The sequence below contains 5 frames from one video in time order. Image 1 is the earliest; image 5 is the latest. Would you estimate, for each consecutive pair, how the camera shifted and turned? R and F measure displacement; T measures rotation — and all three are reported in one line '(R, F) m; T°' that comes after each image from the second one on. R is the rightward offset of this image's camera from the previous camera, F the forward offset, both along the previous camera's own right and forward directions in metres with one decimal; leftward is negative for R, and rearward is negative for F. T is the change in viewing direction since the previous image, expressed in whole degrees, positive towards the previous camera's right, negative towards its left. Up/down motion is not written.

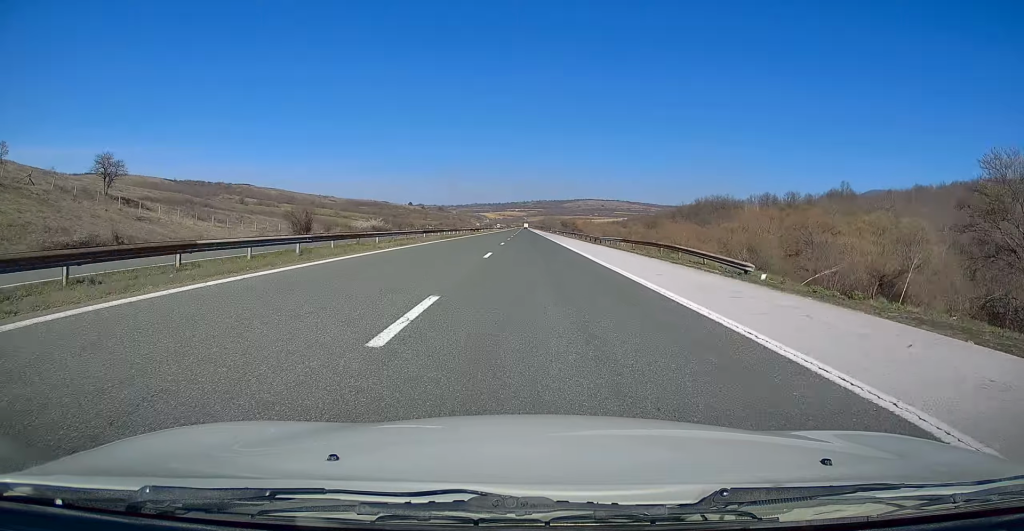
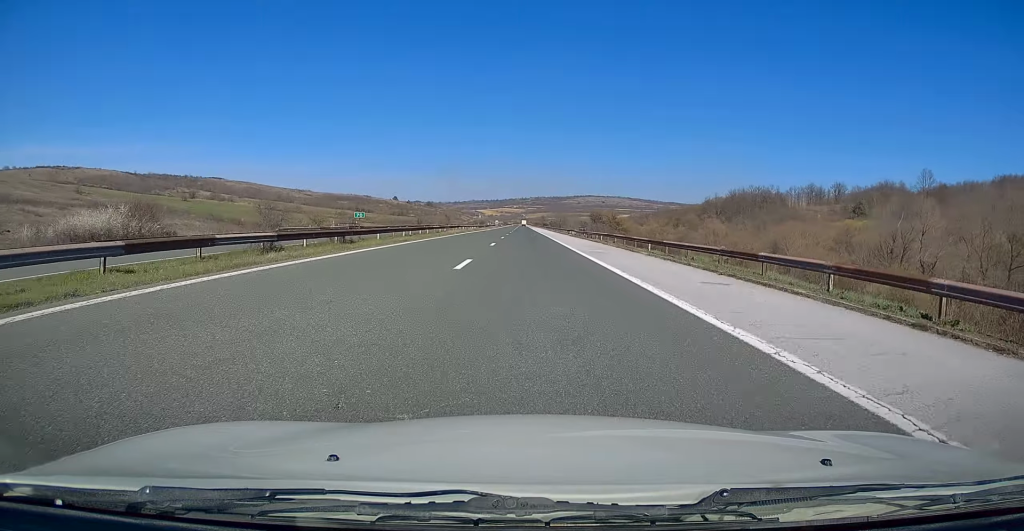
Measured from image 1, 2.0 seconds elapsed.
(-0.2, +70.4) m; 0°
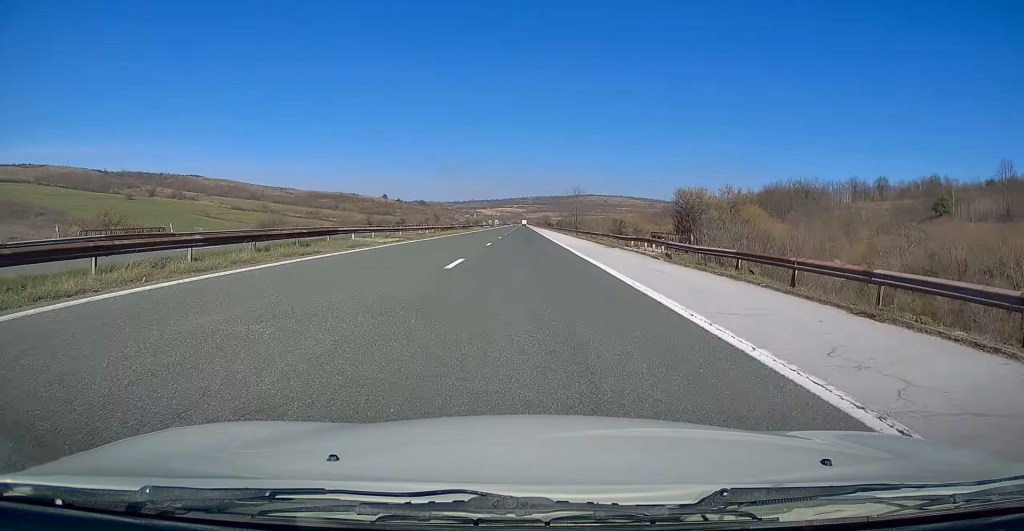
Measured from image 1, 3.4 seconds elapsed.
(-0.2, +47.9) m; 0°
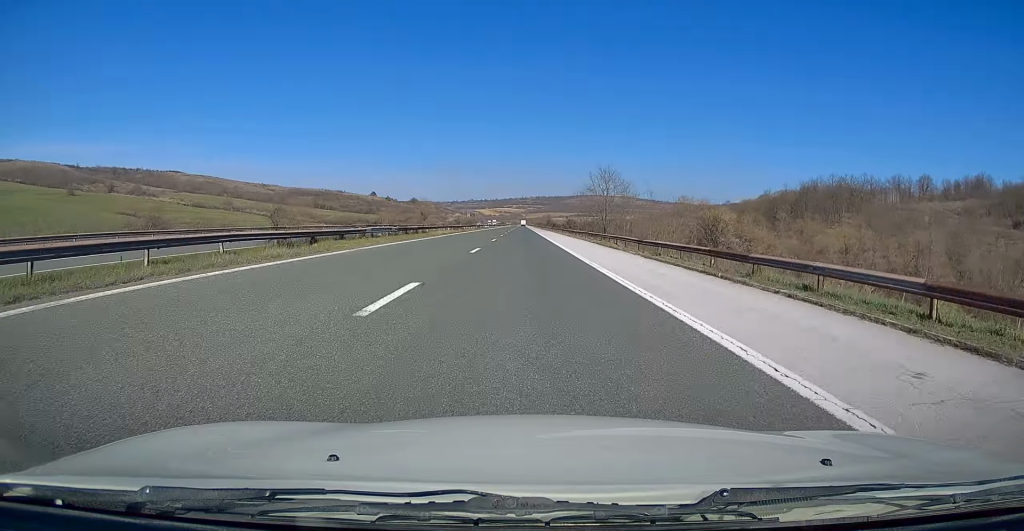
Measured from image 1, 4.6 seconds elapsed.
(+0.1, +39.5) m; +1°
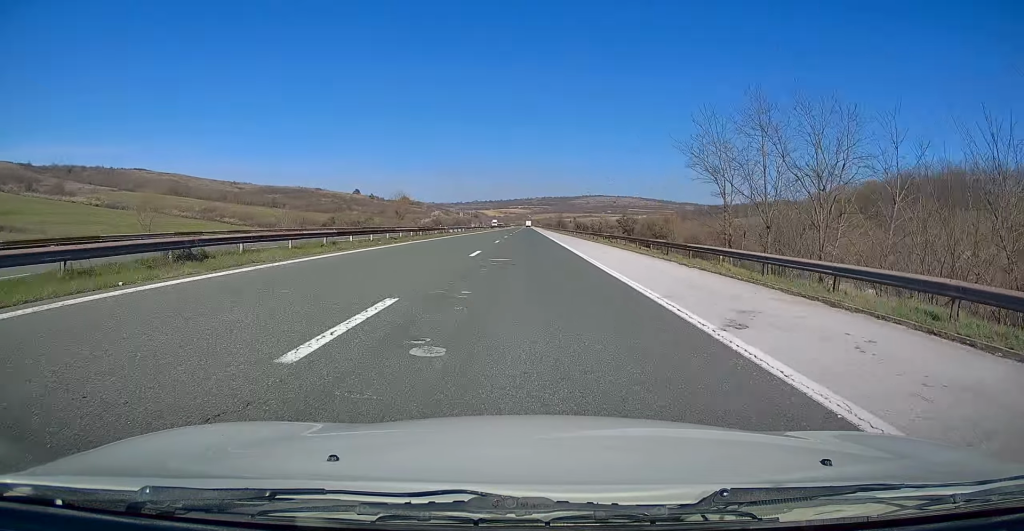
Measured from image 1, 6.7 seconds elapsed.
(-0.5, +66.2) m; -1°
